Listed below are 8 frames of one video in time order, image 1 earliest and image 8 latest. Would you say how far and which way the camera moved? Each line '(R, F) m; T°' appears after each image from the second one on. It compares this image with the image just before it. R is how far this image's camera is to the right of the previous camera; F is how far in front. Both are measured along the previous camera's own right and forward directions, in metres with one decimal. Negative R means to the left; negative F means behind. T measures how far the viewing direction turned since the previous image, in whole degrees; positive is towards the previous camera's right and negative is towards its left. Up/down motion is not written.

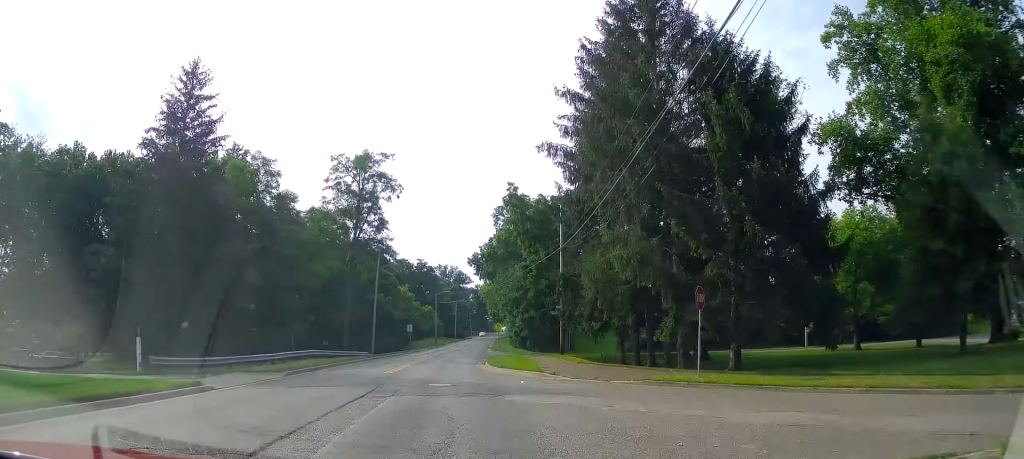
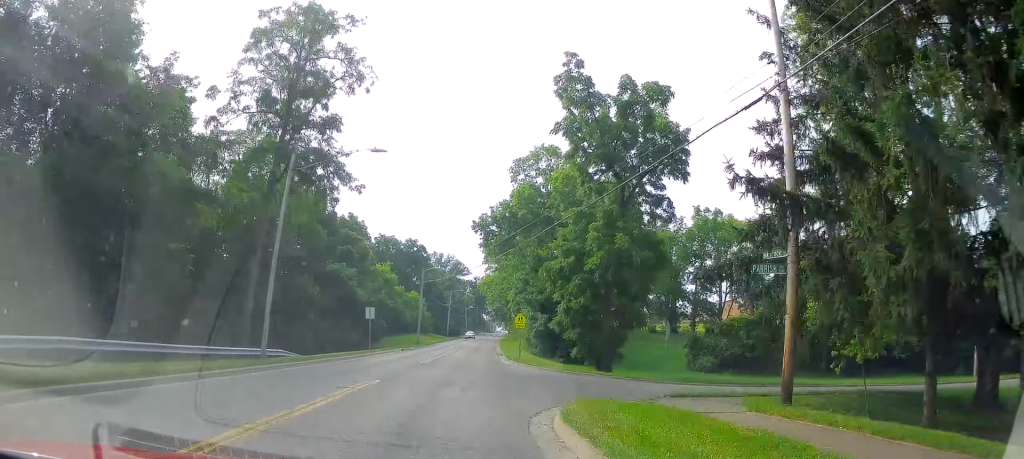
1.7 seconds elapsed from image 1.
(-0.5, +28.0) m; +1°
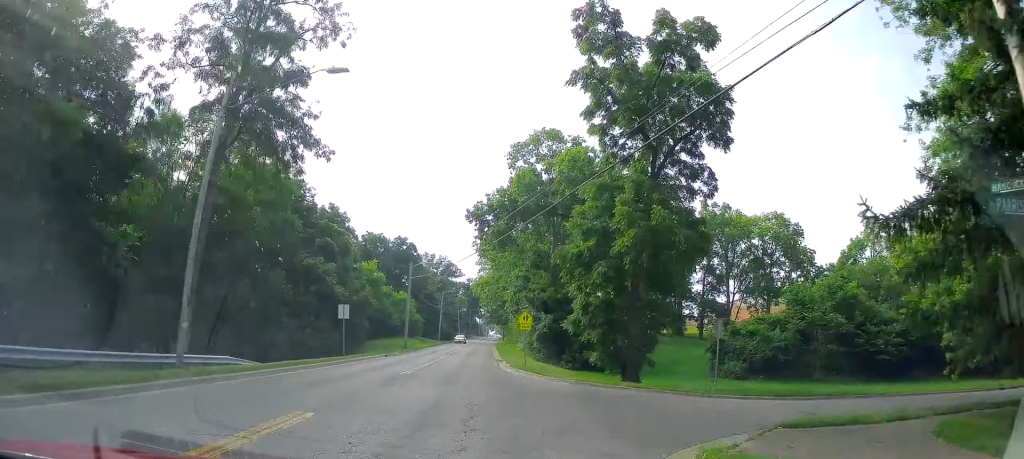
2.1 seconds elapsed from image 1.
(+0.2, +7.0) m; +1°
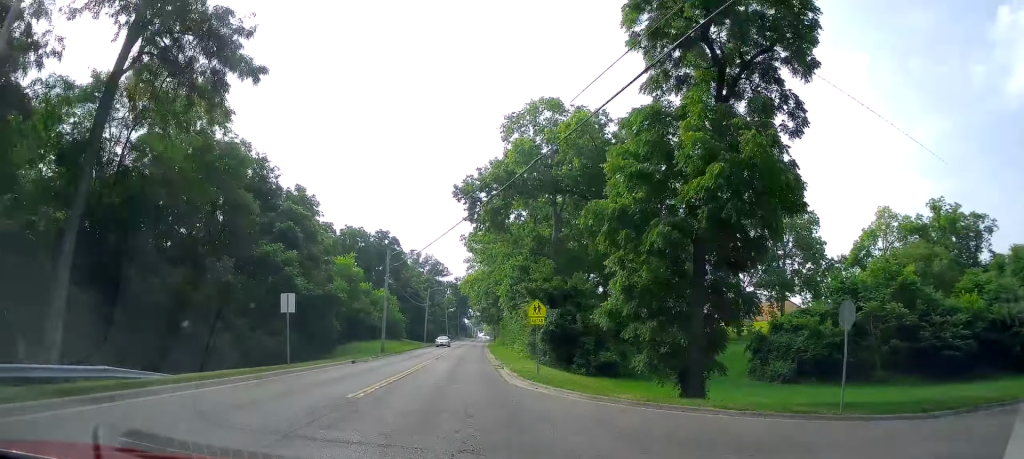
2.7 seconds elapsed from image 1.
(+0.3, +9.1) m; +1°
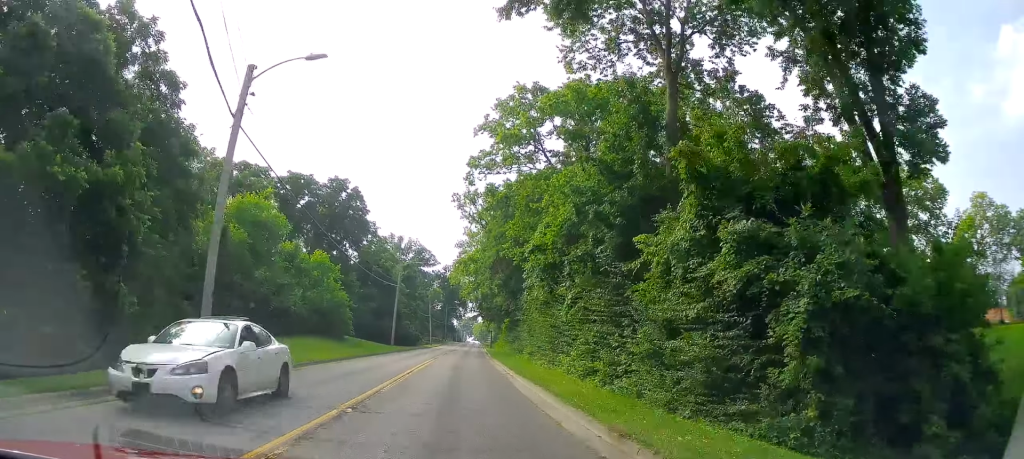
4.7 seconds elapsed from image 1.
(-0.2, +32.3) m; 0°
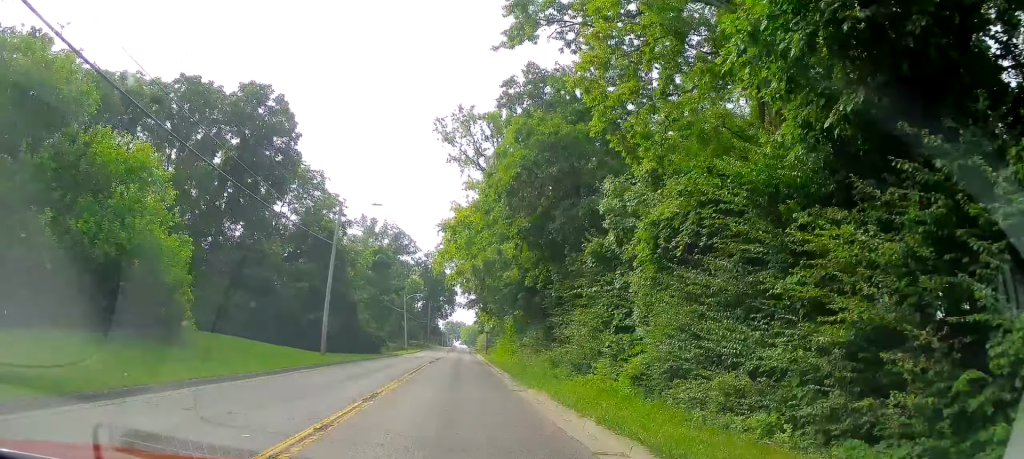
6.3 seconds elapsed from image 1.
(+0.7, +27.1) m; +3°
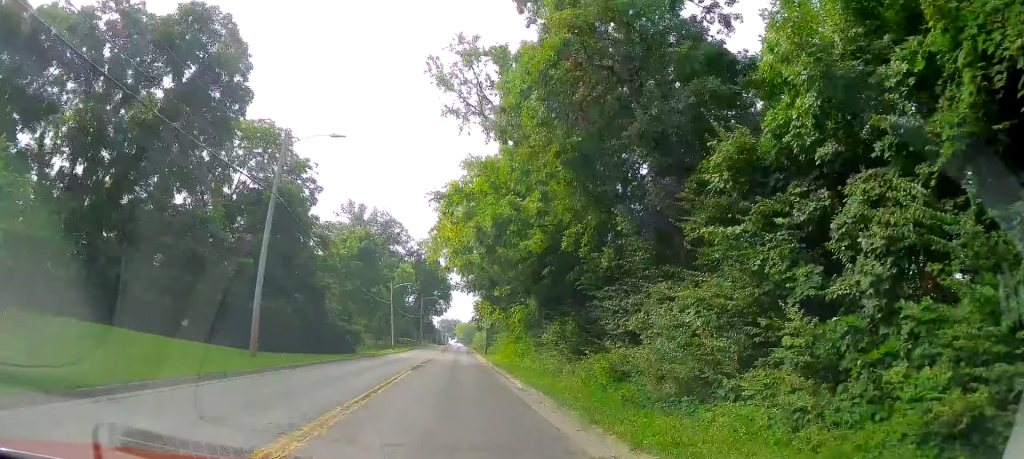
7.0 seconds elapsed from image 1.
(+0.1, +11.2) m; 0°
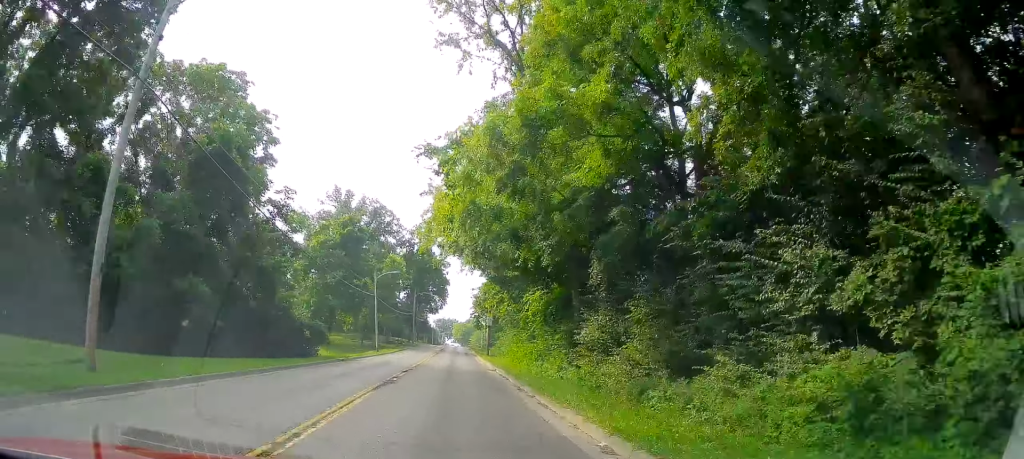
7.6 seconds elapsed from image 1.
(+0.1, +10.8) m; -1°
